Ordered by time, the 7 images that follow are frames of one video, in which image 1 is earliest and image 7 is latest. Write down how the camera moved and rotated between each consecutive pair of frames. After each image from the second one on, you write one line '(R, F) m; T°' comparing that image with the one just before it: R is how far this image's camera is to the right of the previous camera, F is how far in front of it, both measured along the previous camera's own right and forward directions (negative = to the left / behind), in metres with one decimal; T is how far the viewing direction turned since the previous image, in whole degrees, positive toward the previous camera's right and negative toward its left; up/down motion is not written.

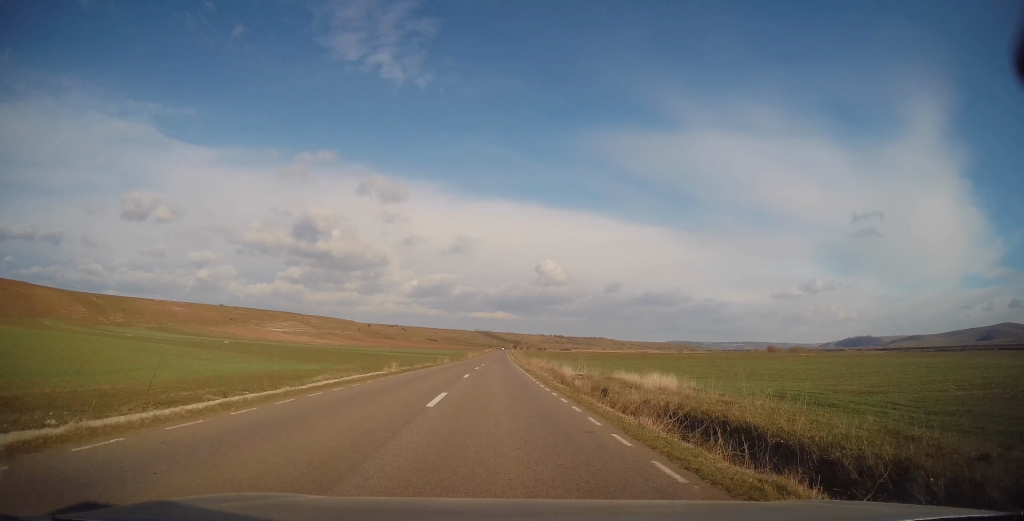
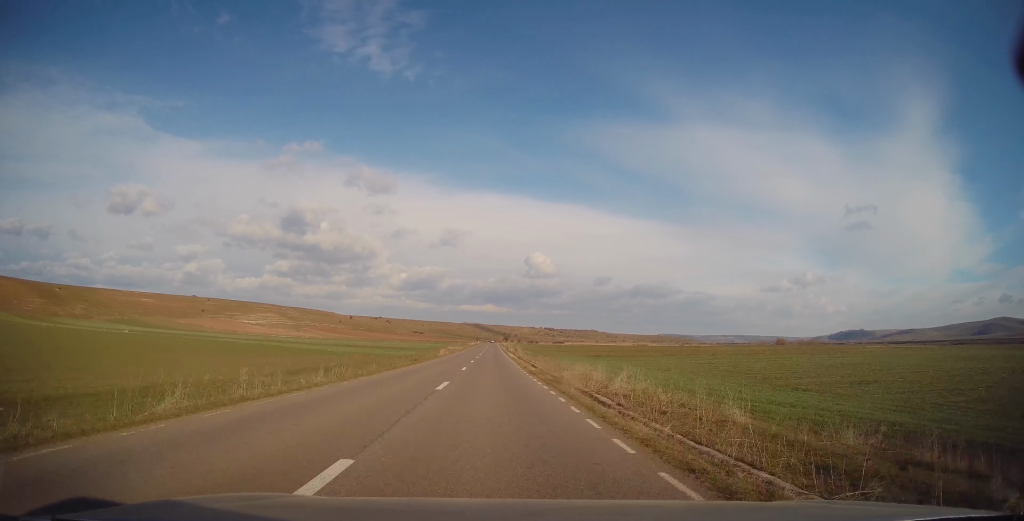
(+0.3, +44.5) m; +1°
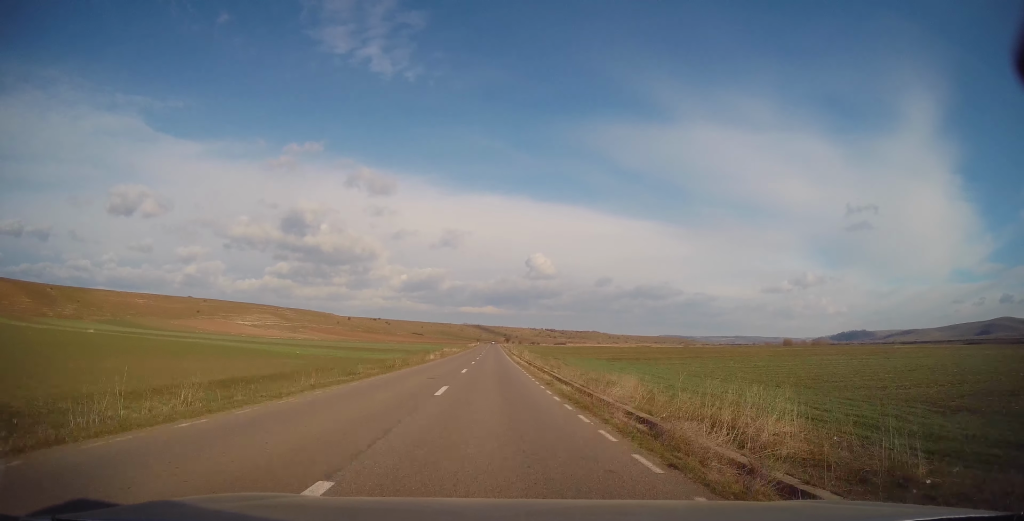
(0.0, +12.5) m; 0°
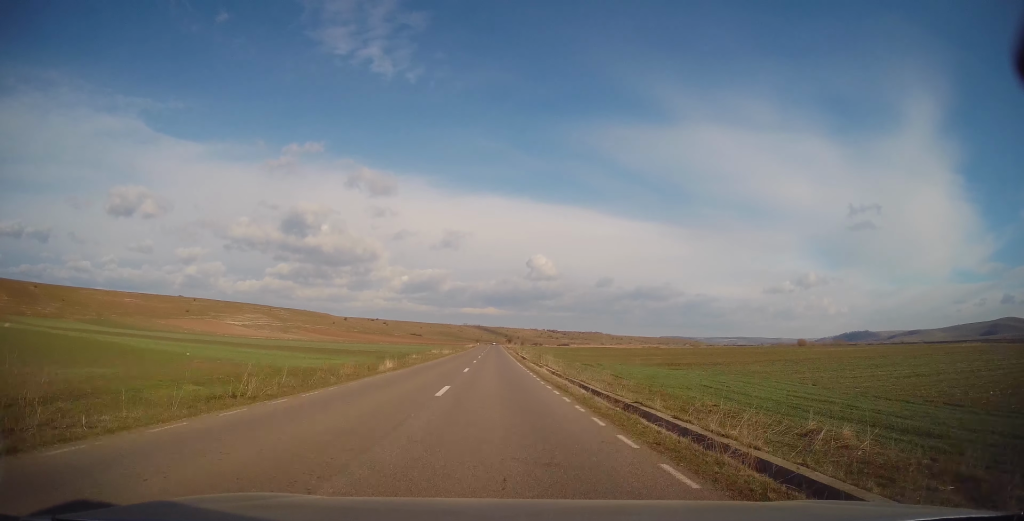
(0.0, +24.9) m; 0°
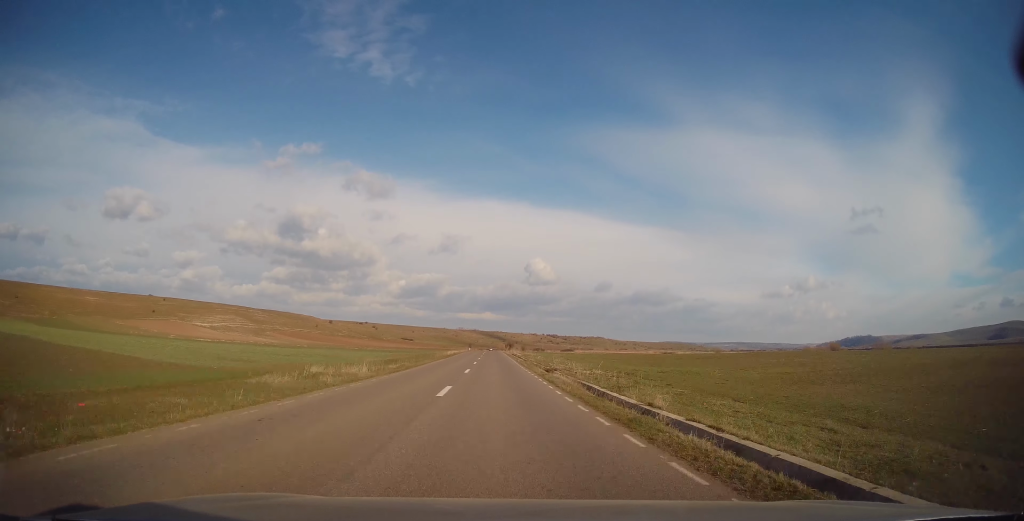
(0.0, +58.9) m; 0°
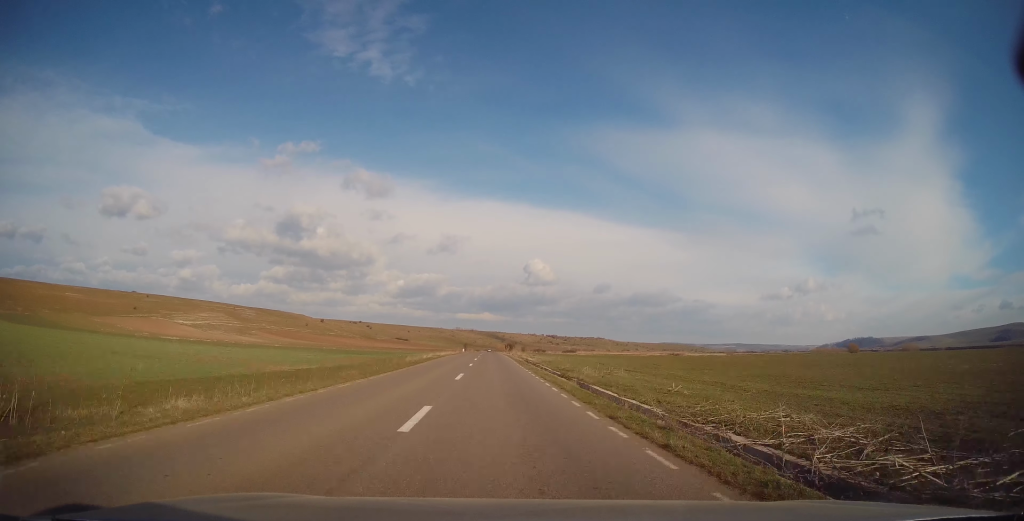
(0.0, +29.2) m; 0°
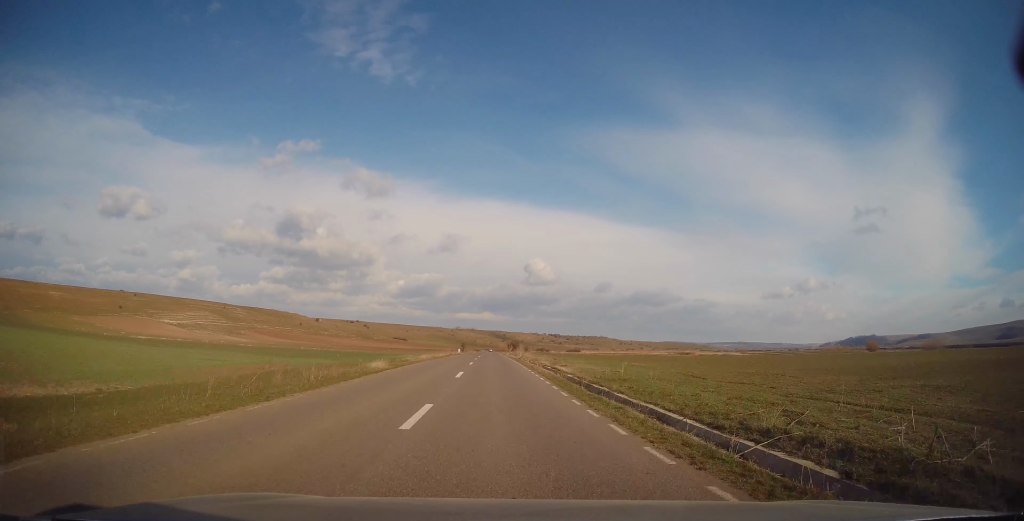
(0.0, +24.3) m; 0°
